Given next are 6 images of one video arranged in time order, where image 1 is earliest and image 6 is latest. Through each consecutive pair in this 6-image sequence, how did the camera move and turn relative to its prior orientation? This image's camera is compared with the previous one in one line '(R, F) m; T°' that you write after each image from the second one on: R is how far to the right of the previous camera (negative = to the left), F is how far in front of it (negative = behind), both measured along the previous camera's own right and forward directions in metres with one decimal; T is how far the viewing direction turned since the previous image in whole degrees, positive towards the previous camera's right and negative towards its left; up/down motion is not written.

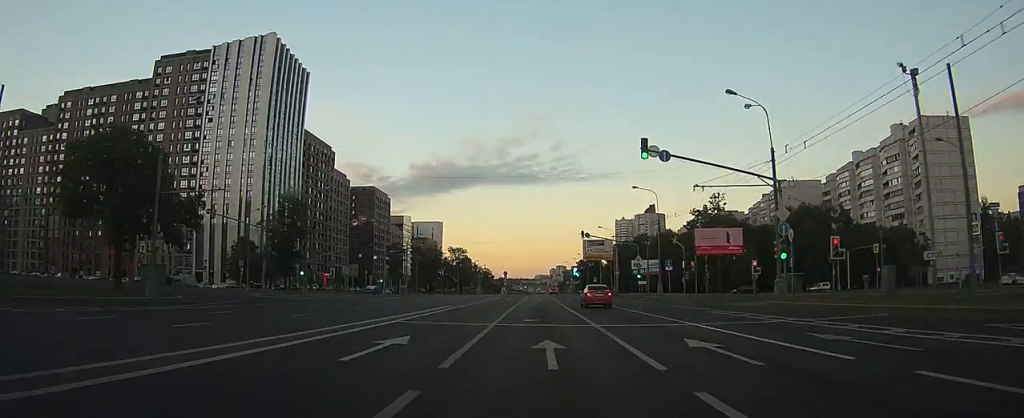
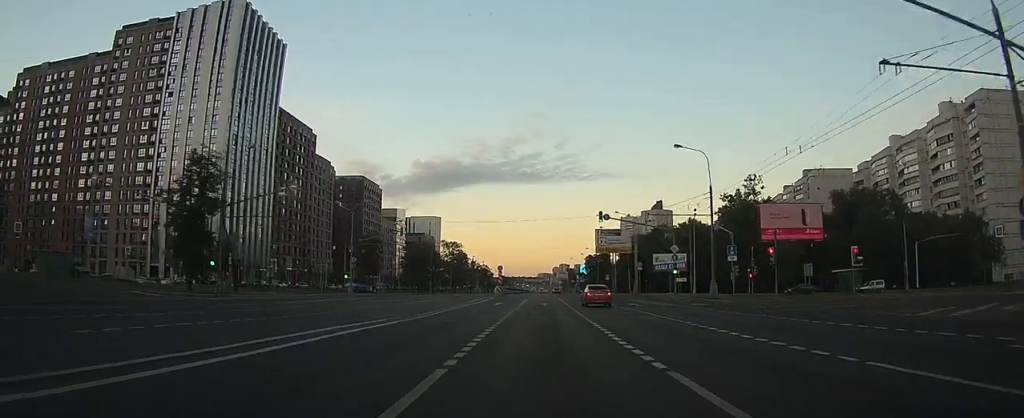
(-0.1, +20.2) m; 0°
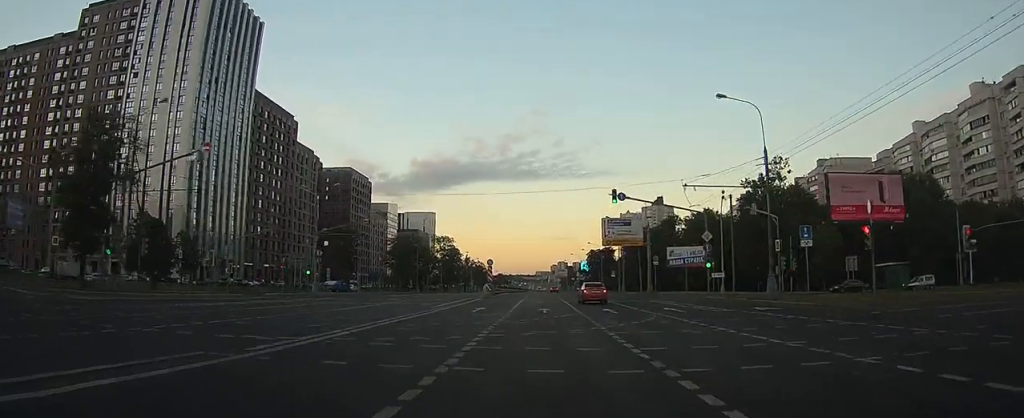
(0.0, +13.1) m; 0°
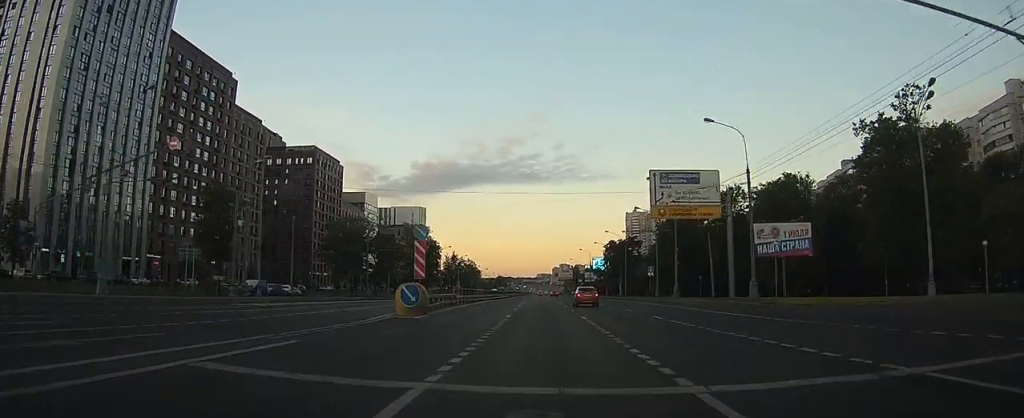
(+0.4, +37.4) m; 0°
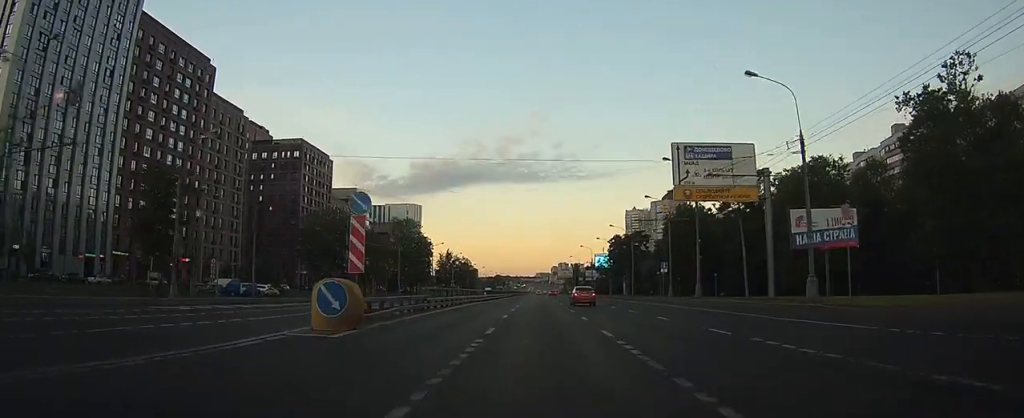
(0.0, +8.9) m; 0°
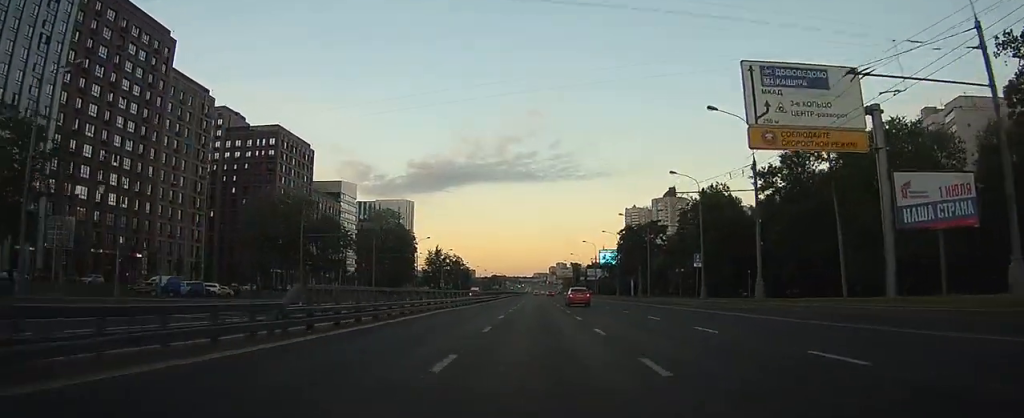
(-0.1, +14.9) m; 0°
